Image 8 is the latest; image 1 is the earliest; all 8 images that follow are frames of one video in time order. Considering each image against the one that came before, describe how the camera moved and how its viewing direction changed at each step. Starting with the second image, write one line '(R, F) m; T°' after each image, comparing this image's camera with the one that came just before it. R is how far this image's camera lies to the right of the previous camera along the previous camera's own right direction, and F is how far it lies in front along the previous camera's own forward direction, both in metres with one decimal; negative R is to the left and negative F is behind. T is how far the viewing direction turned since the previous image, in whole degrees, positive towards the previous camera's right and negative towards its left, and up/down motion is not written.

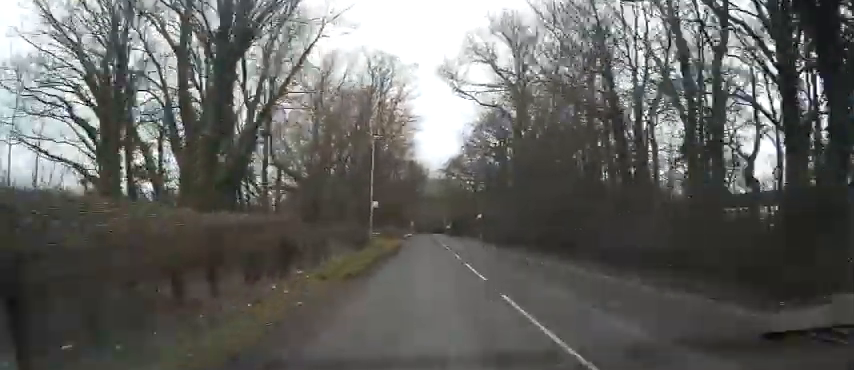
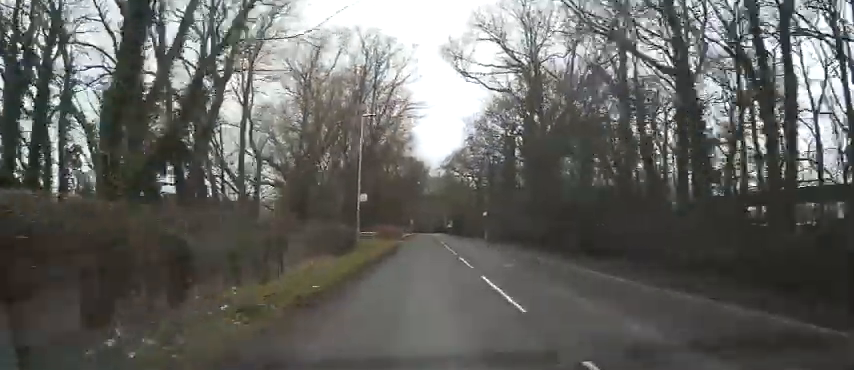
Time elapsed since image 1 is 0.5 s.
(-0.1, +5.7) m; -1°
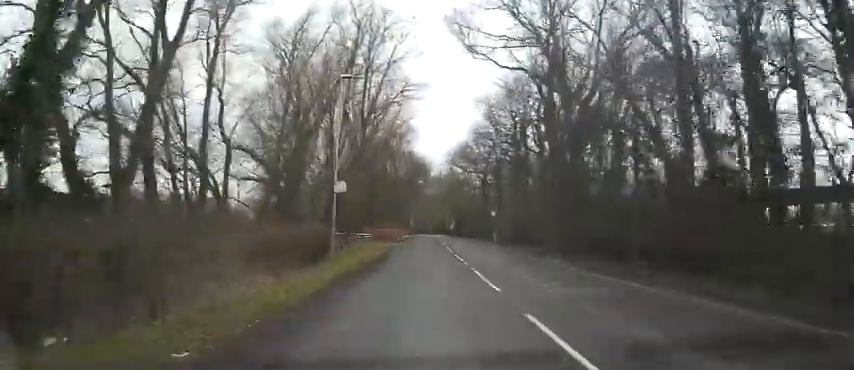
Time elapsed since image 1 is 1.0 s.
(-0.1, +6.3) m; -1°
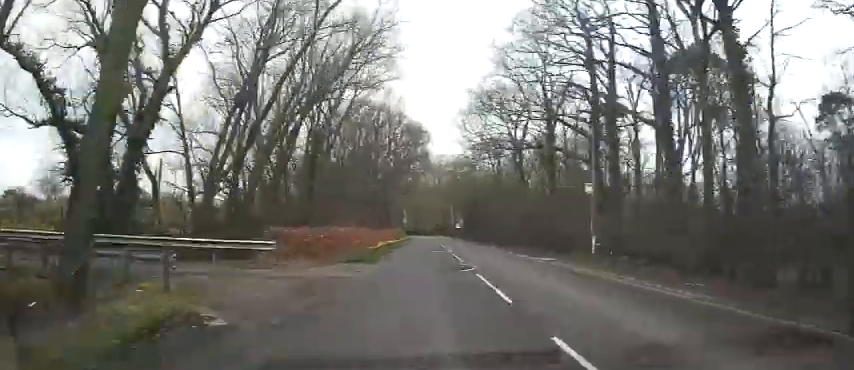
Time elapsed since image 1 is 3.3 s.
(-1.0, +29.2) m; -2°
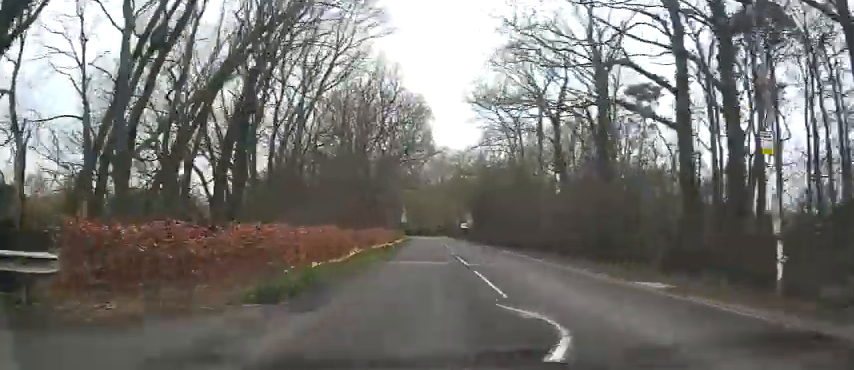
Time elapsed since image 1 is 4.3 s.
(+0.4, +11.4) m; +3°
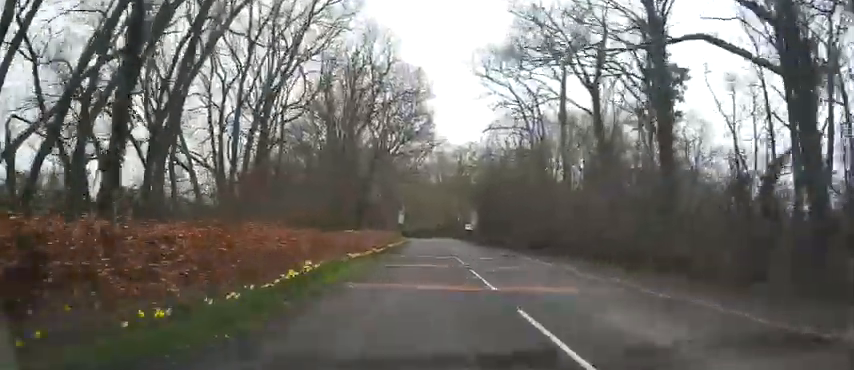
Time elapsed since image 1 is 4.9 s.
(+0.4, +7.4) m; +1°
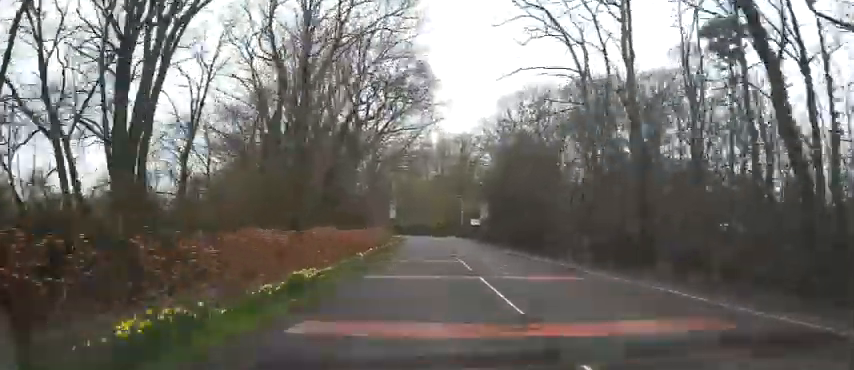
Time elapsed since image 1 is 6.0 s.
(-0.5, +12.4) m; -2°
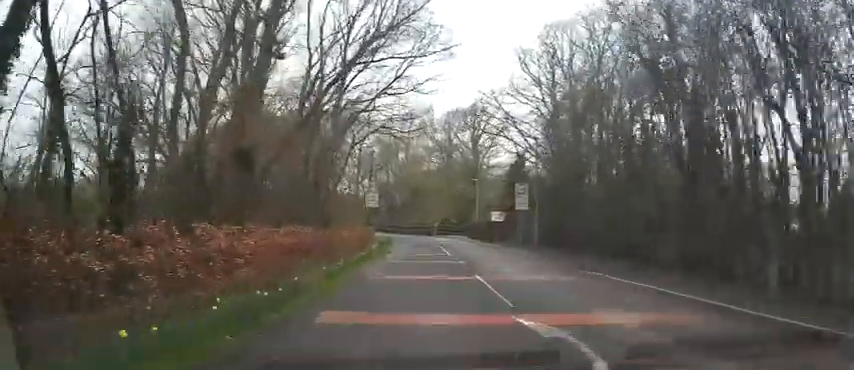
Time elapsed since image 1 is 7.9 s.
(-0.3, +19.6) m; -5°
